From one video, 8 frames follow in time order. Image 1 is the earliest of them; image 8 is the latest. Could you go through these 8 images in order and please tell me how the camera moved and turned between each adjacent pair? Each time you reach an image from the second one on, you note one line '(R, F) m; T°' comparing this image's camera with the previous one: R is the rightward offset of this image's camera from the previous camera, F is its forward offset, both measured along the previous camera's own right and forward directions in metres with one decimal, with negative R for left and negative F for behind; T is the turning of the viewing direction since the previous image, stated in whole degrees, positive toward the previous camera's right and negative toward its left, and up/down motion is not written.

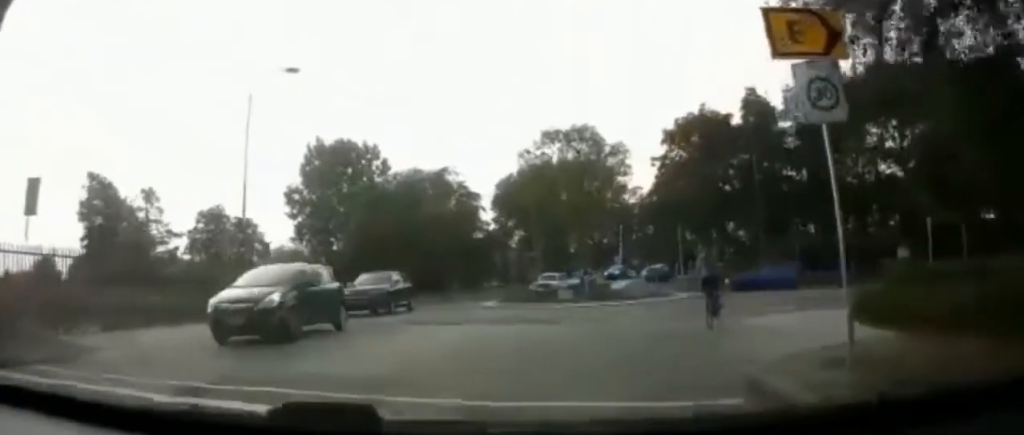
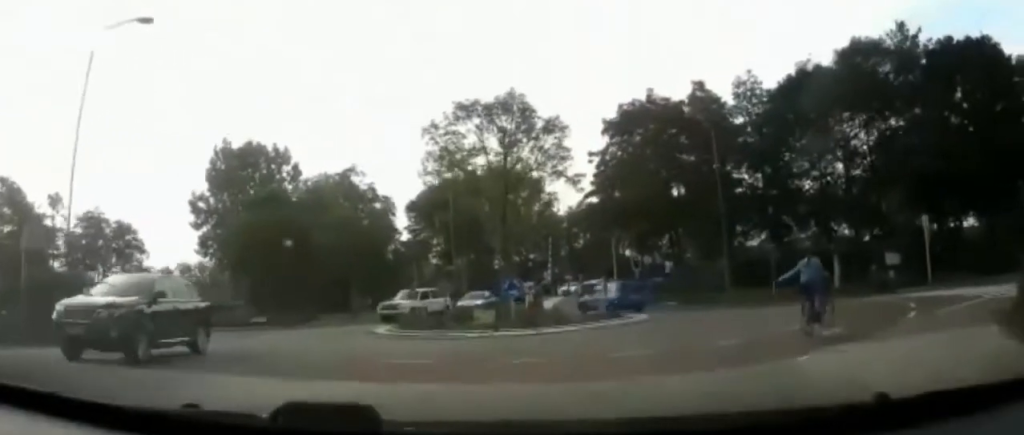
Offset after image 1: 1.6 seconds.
(+0.9, +7.5) m; +12°
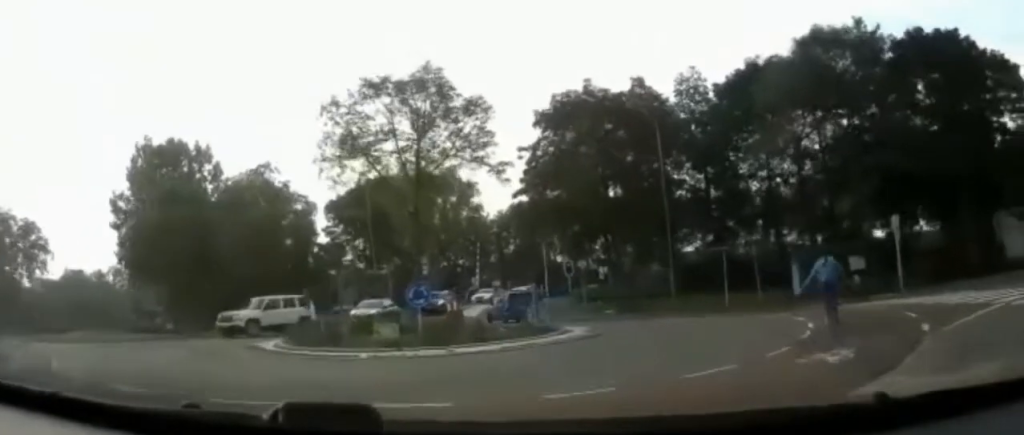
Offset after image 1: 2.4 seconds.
(0.0, +3.9) m; 0°
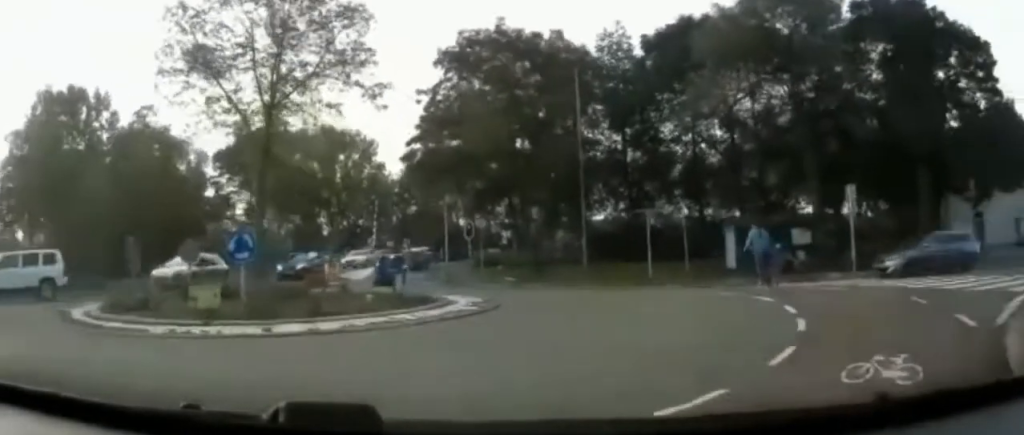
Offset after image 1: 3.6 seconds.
(+0.1, +5.1) m; +7°
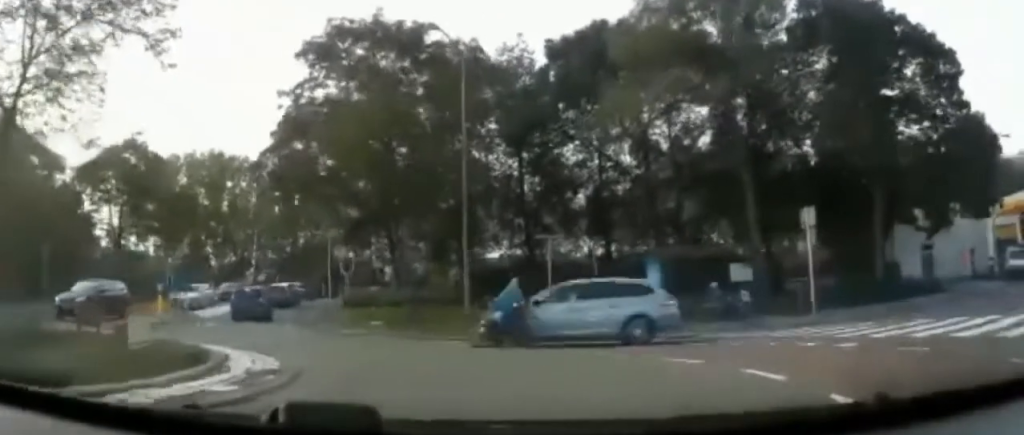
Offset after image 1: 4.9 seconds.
(+0.6, +5.2) m; +6°
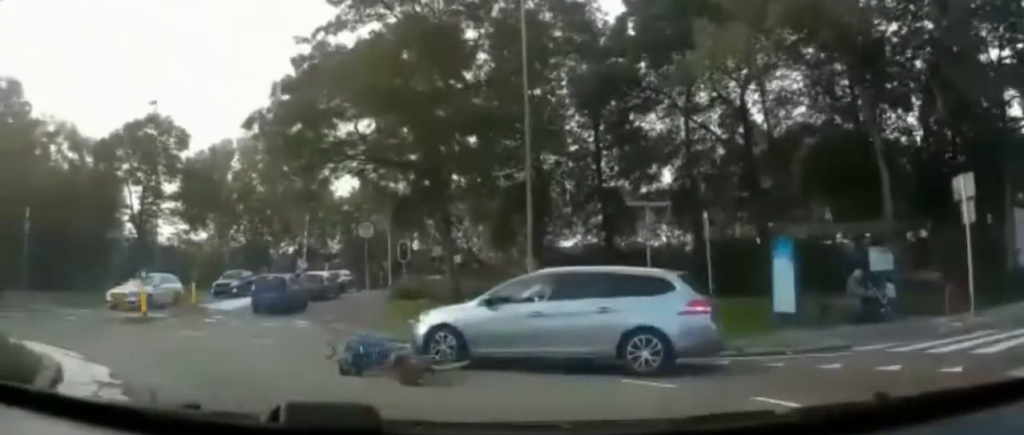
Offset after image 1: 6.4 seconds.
(-0.1, +5.5) m; -4°
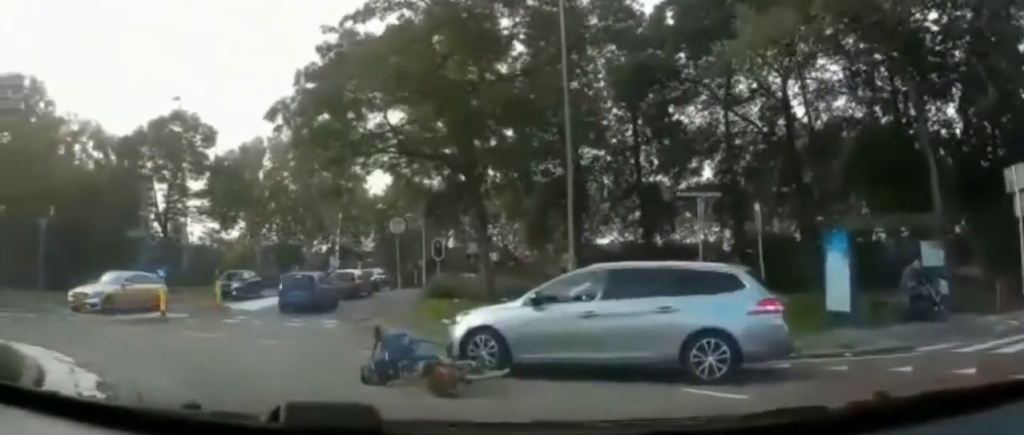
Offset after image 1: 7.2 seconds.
(-0.1, +2.6) m; -4°
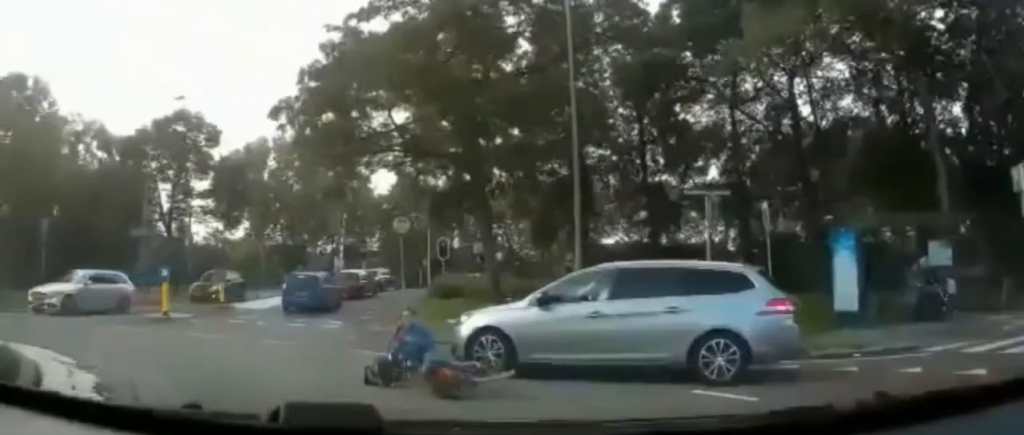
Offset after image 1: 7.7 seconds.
(0.0, +1.6) m; -2°
